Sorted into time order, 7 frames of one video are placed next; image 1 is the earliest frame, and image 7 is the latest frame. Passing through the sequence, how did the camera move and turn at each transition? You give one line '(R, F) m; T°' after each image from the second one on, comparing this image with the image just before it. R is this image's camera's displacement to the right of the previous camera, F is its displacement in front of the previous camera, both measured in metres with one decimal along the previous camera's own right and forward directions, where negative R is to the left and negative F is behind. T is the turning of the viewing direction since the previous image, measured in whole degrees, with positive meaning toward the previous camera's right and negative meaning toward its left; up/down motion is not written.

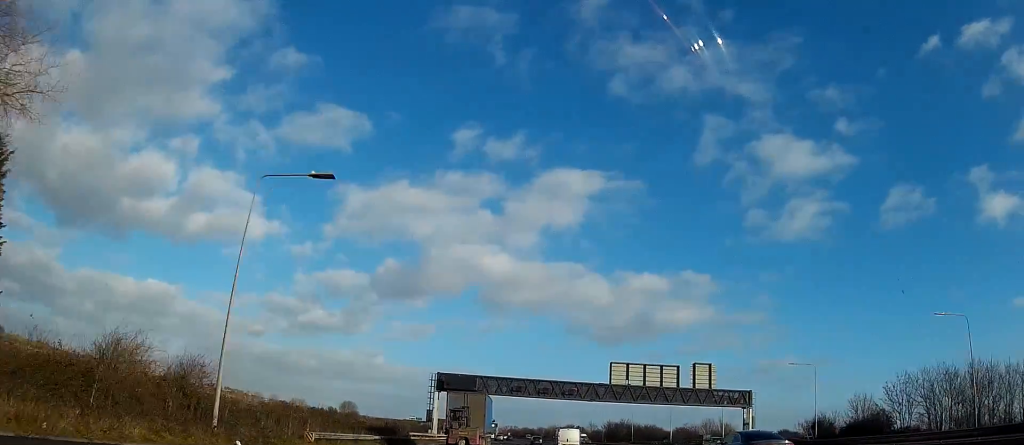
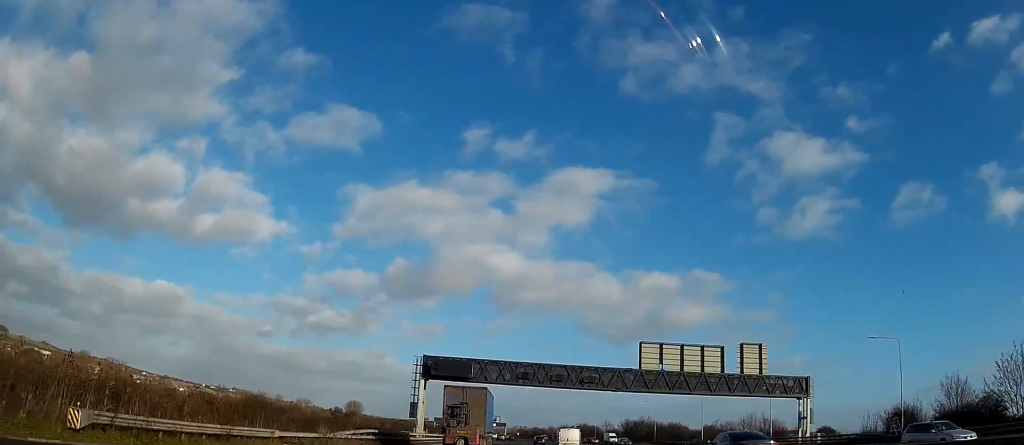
(0.0, +17.7) m; 0°
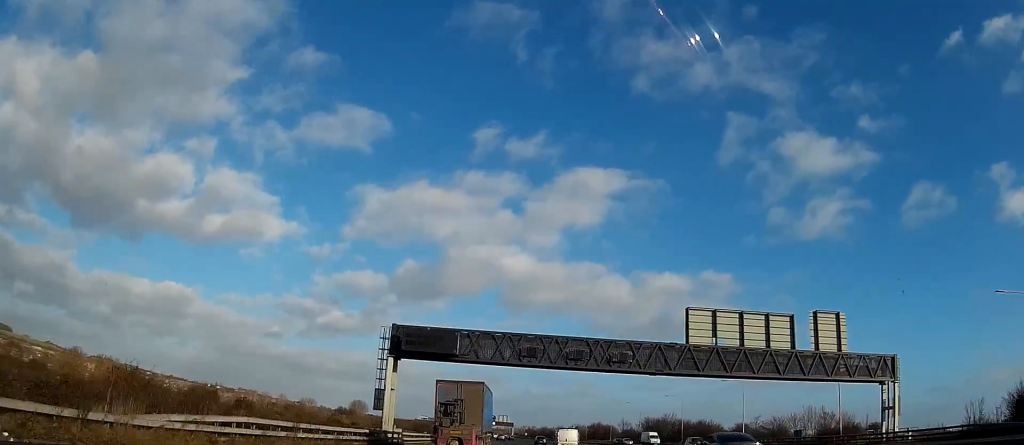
(+0.3, +18.7) m; 0°
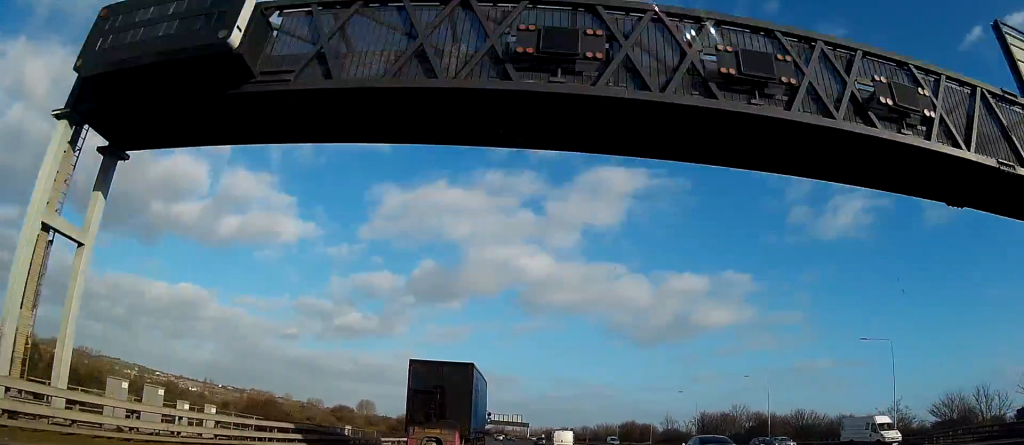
(-1.0, +39.6) m; -2°
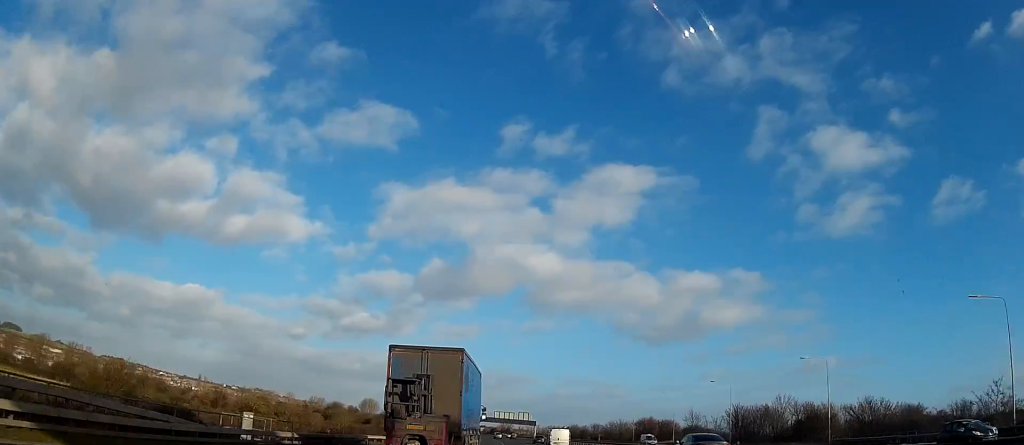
(-0.1, +16.8) m; 0°
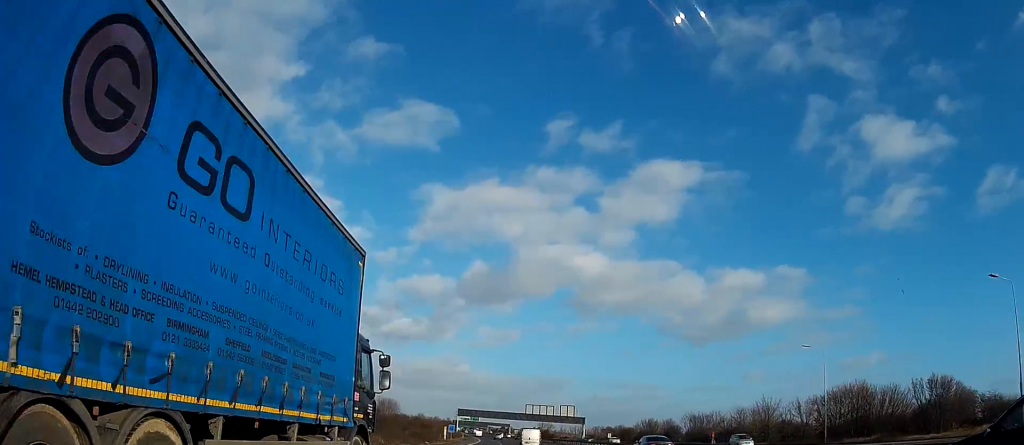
(-5.0, +90.6) m; -6°
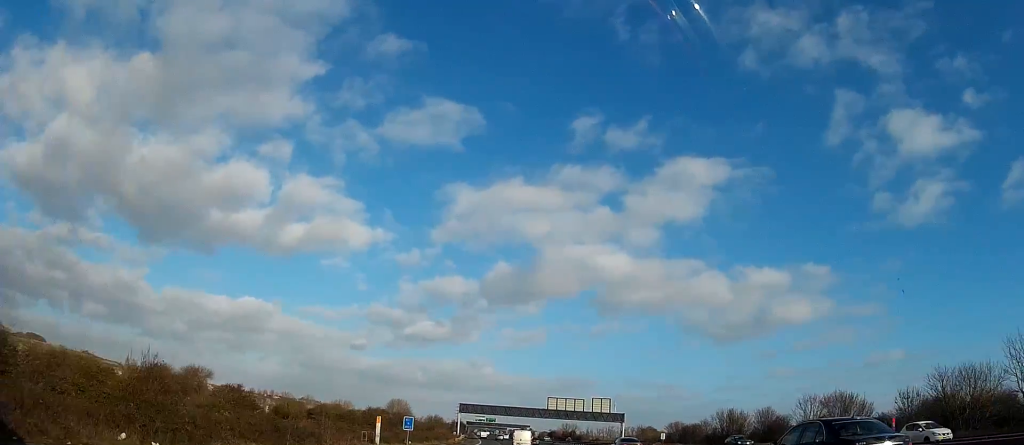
(-0.9, +49.1) m; -2°
